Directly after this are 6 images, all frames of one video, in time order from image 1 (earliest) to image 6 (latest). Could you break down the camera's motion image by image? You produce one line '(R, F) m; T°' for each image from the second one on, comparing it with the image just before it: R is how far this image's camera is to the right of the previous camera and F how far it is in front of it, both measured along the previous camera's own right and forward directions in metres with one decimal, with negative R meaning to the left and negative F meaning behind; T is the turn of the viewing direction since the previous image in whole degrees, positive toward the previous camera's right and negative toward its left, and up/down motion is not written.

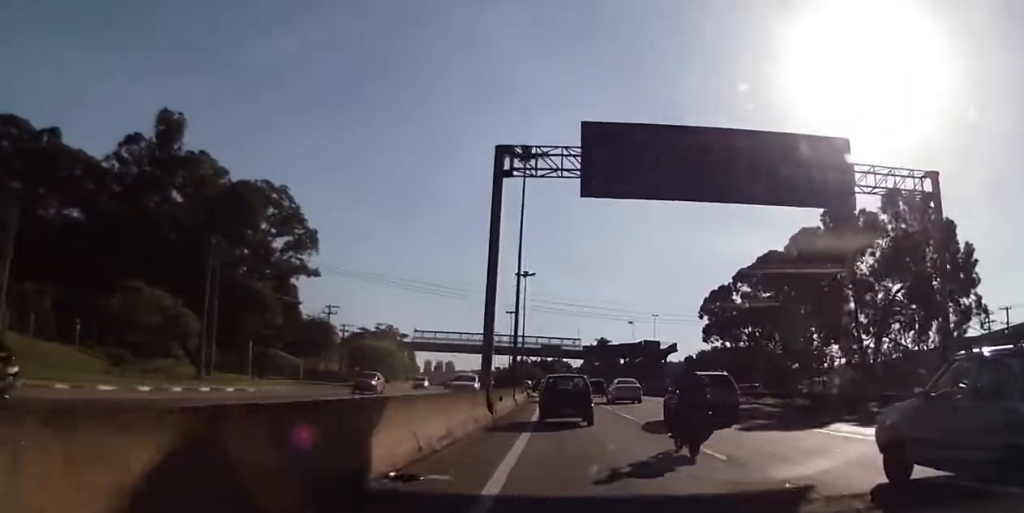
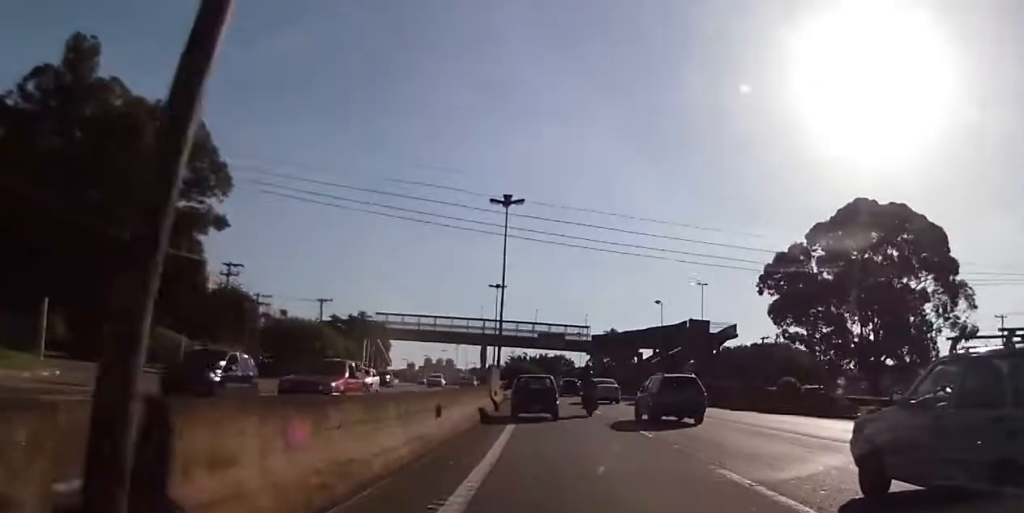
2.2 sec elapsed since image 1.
(0.0, +29.9) m; 0°
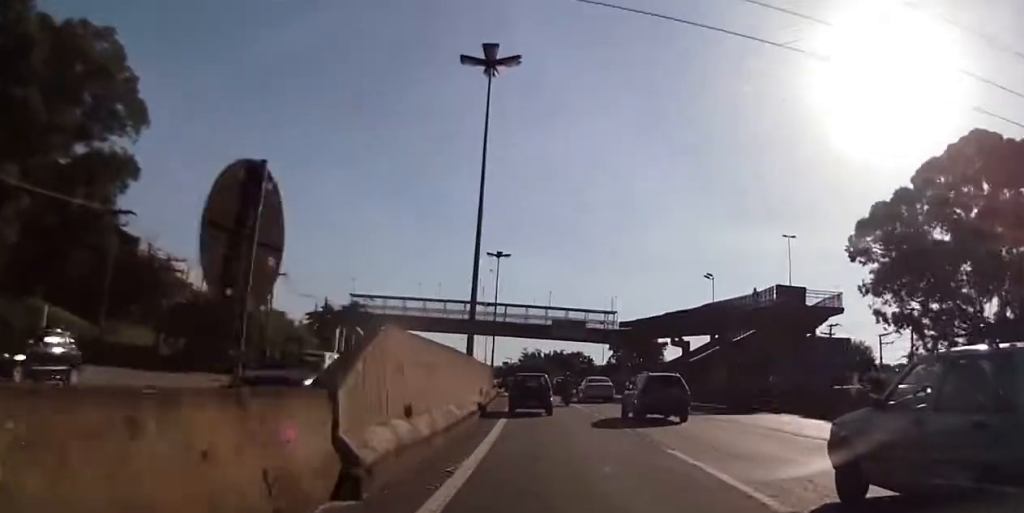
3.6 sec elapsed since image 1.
(+0.3, +19.9) m; -1°
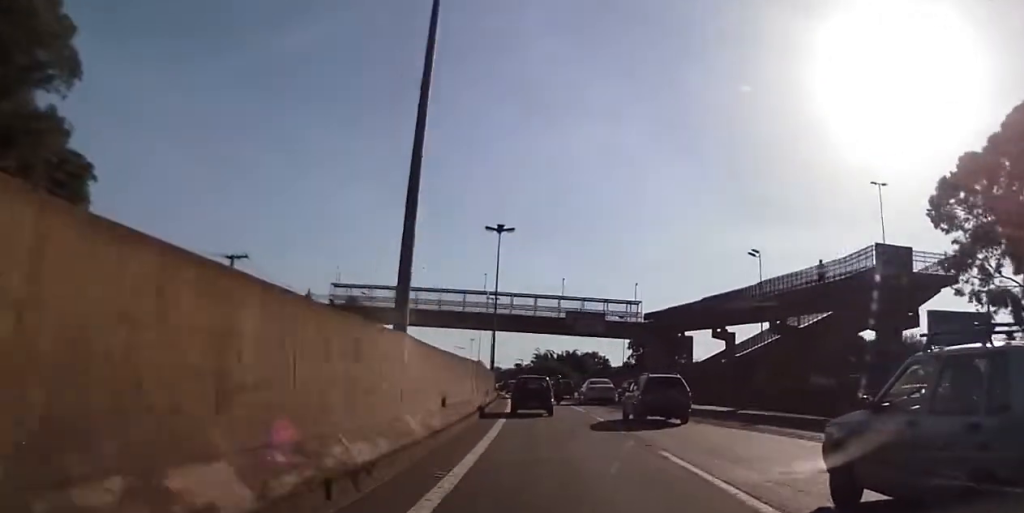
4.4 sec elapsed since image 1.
(-0.2, +11.4) m; -1°
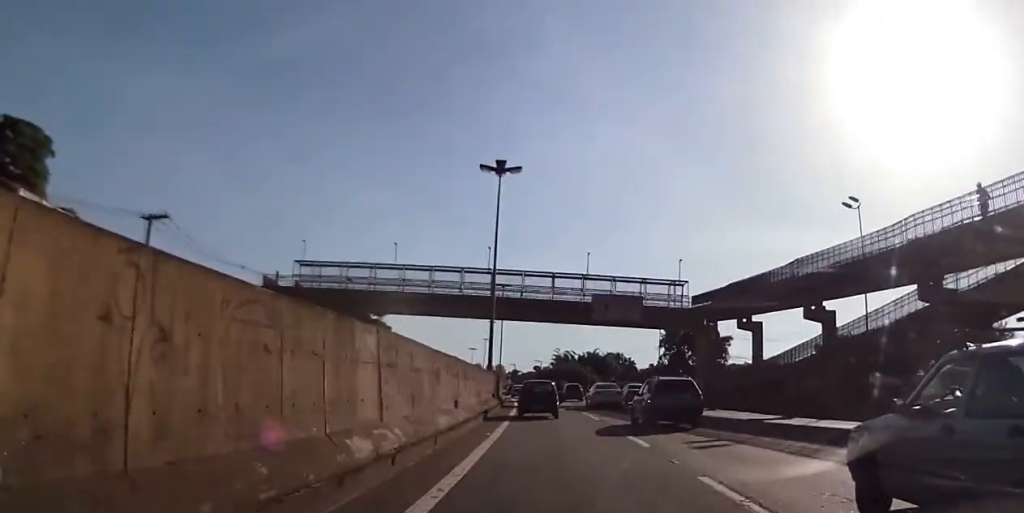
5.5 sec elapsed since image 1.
(0.0, +15.1) m; 0°
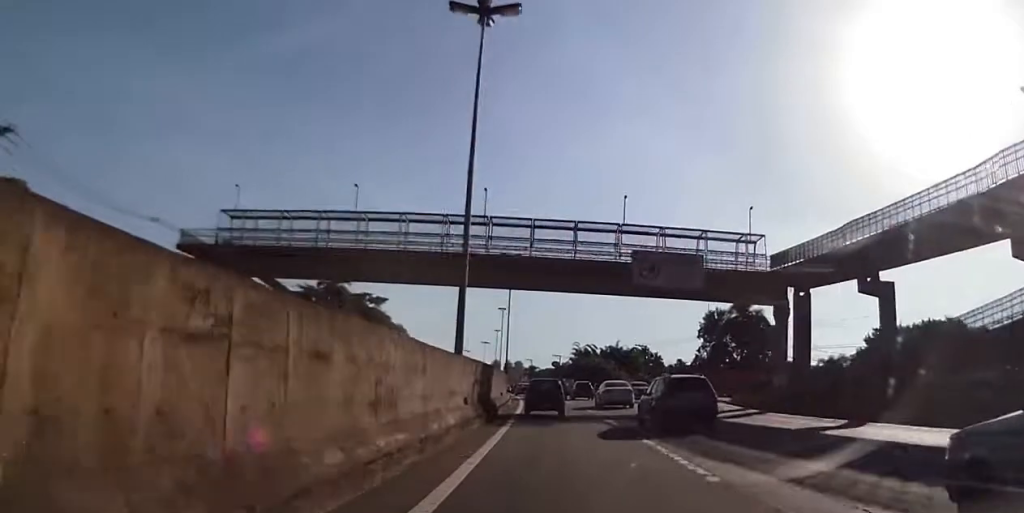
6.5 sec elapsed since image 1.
(-0.1, +15.7) m; -2°
